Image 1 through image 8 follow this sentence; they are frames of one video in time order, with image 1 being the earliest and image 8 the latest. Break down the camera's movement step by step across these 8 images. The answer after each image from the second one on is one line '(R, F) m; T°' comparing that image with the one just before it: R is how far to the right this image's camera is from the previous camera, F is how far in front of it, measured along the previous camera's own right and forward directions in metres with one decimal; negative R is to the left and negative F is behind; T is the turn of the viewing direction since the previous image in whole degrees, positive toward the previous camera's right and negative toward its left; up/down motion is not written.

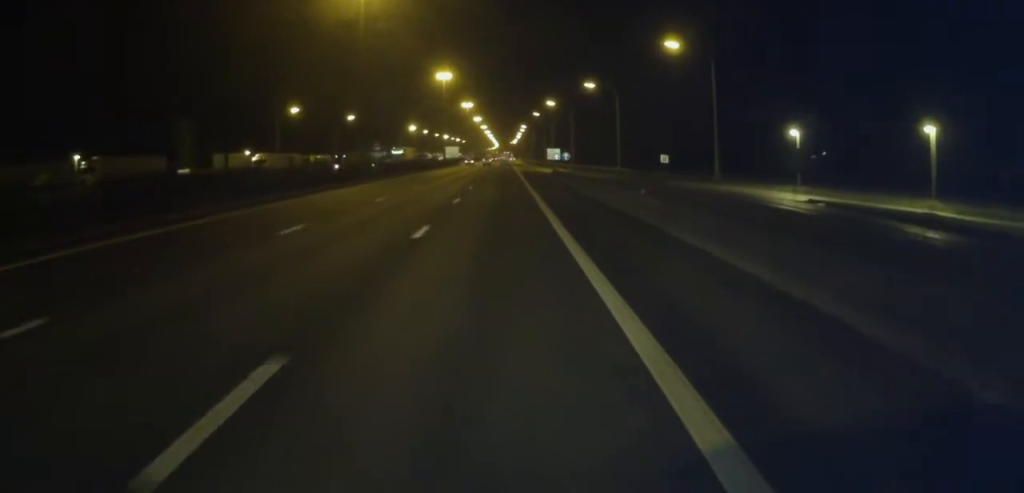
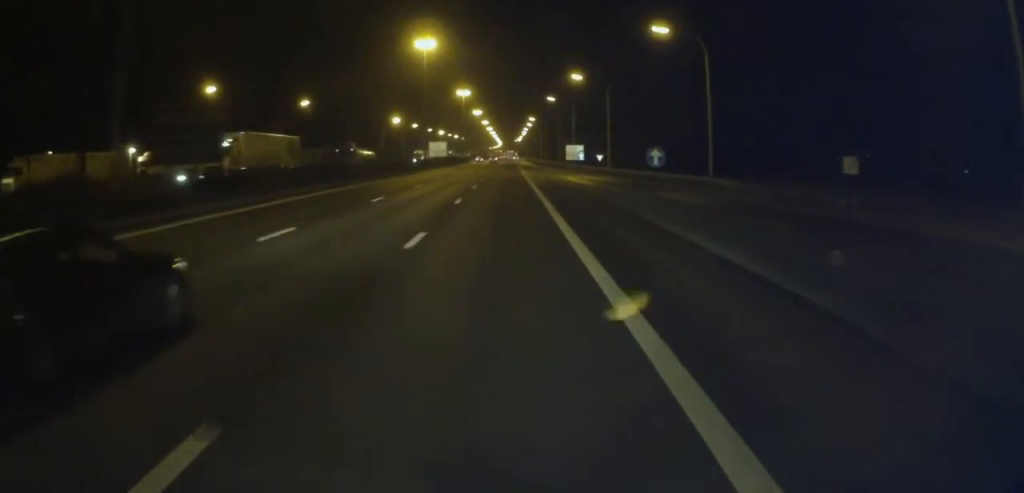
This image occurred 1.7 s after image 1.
(+0.6, +40.1) m; 0°
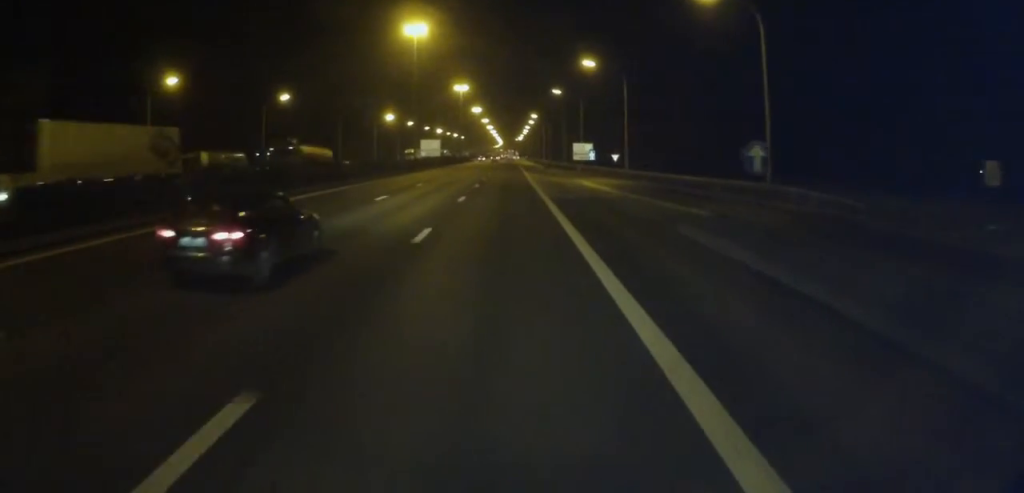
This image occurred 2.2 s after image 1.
(-0.3, +11.8) m; 0°
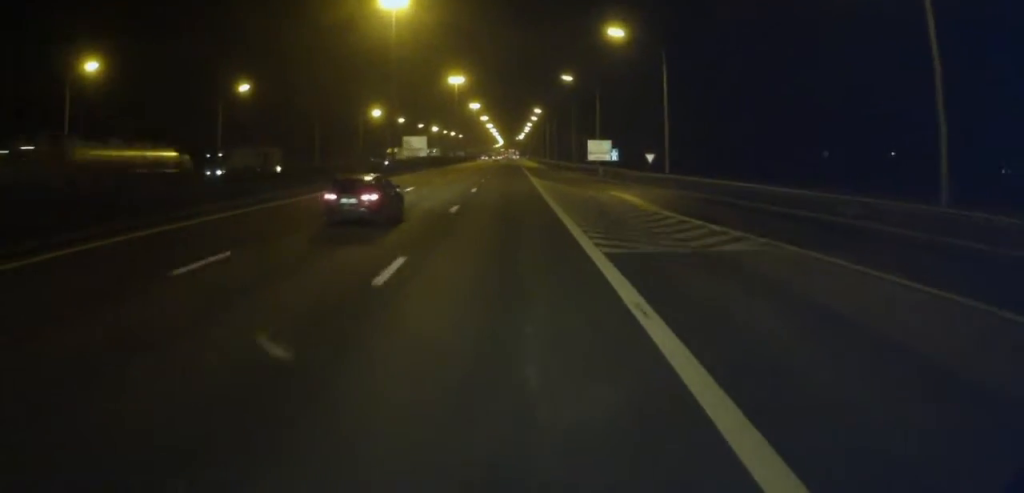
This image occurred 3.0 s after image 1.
(+0.3, +18.0) m; 0°
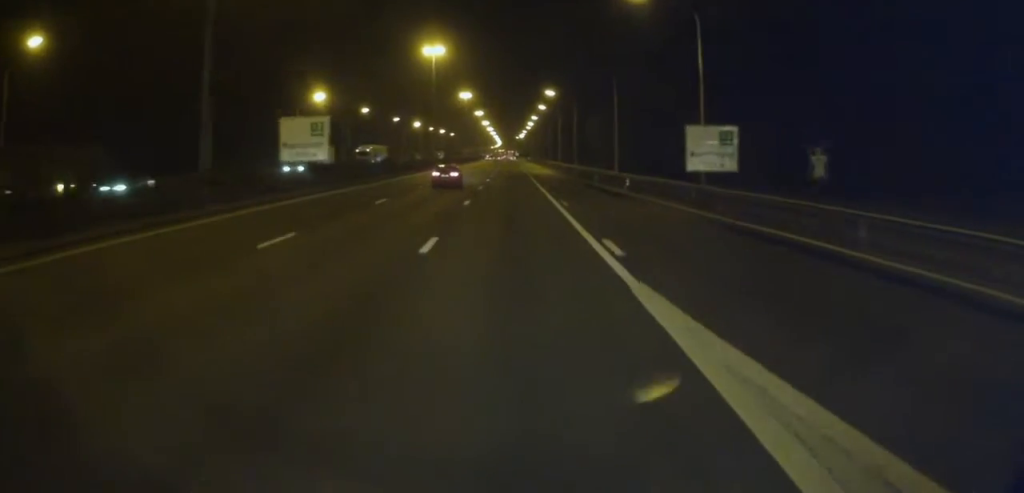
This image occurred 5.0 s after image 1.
(-0.7, +47.0) m; 0°
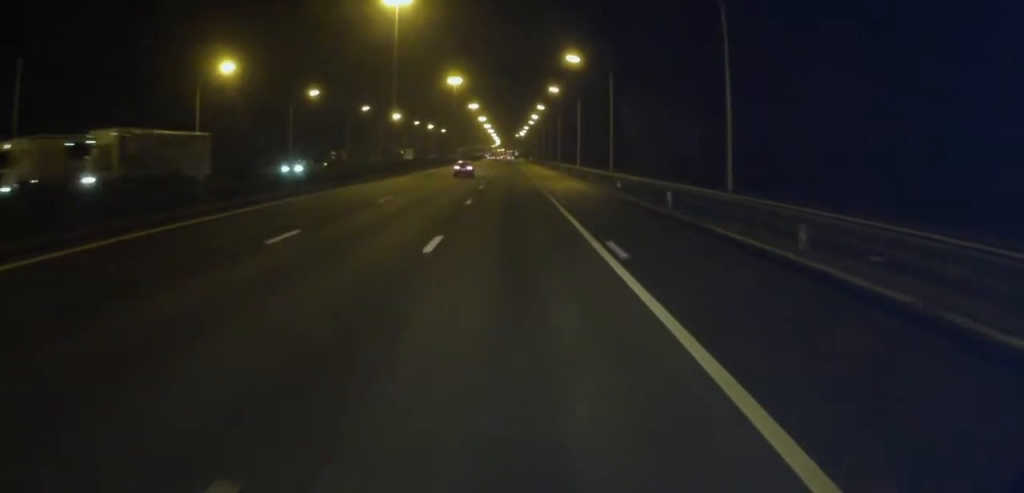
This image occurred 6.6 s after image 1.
(+0.5, +37.4) m; 0°
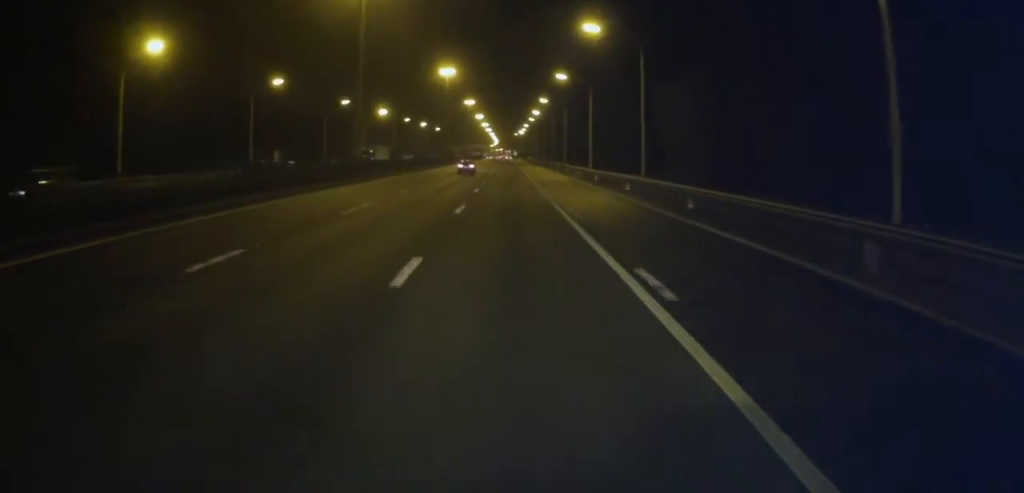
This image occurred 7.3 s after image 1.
(-0.3, +16.4) m; -1°
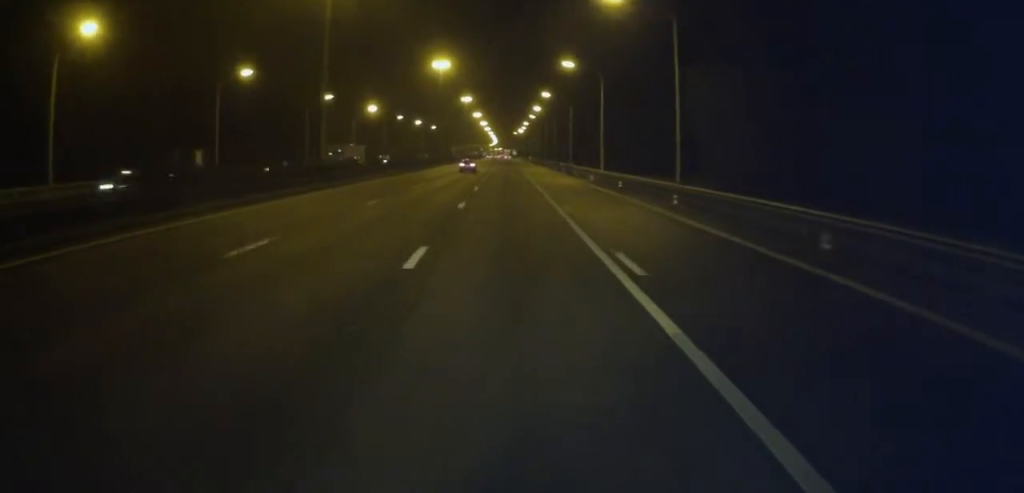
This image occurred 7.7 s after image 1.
(0.0, +11.0) m; 0°
